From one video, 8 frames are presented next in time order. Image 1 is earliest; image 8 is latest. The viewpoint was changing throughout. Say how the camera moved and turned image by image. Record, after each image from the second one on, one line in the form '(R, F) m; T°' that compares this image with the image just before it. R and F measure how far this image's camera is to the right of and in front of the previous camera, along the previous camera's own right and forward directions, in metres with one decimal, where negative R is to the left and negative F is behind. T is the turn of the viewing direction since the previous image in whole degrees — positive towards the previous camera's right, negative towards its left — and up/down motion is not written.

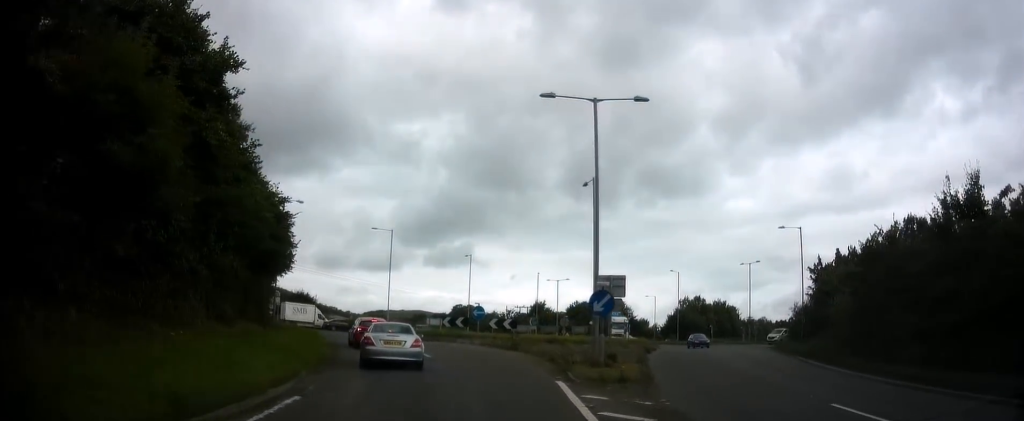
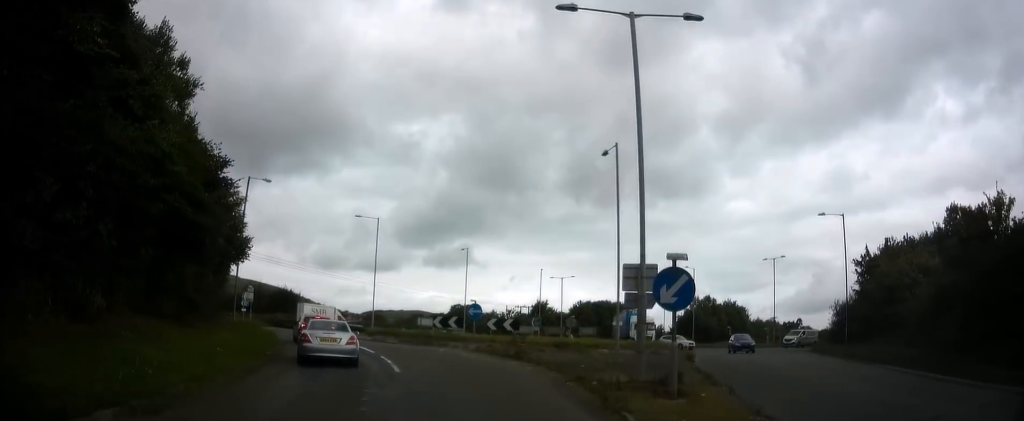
(0.0, +7.5) m; 0°
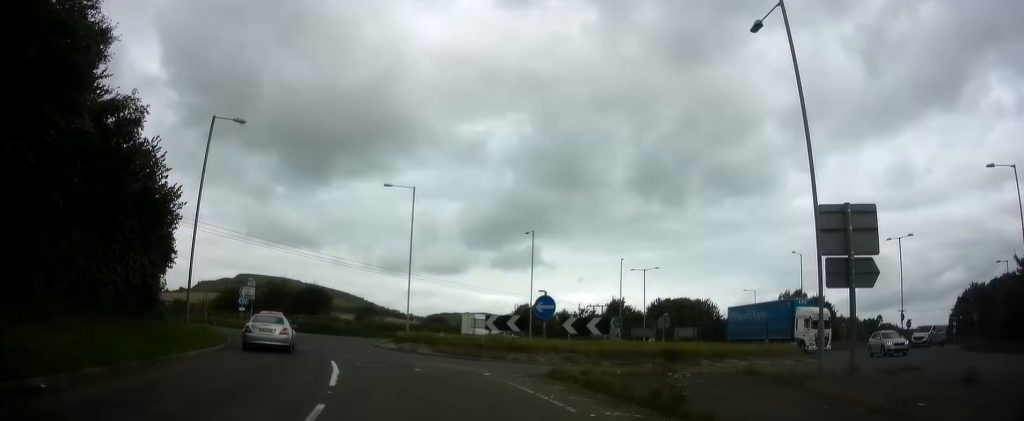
(-0.1, +14.7) m; -3°
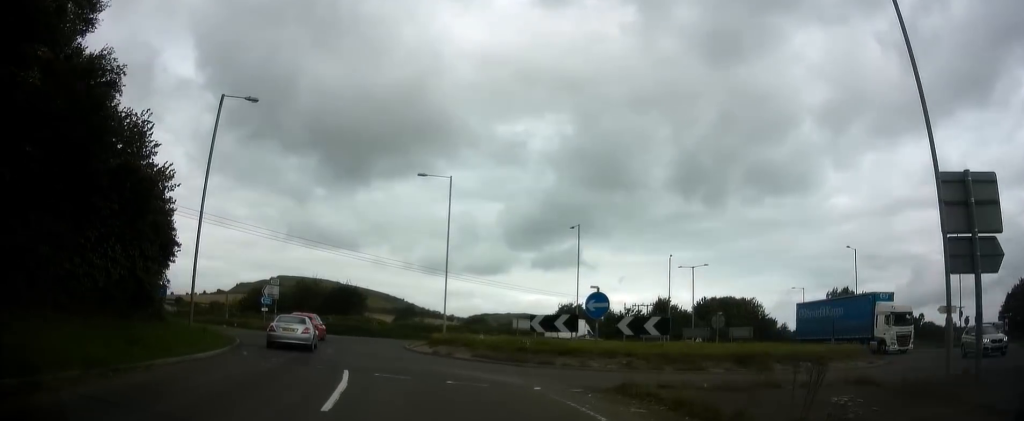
(0.0, +3.5) m; -3°
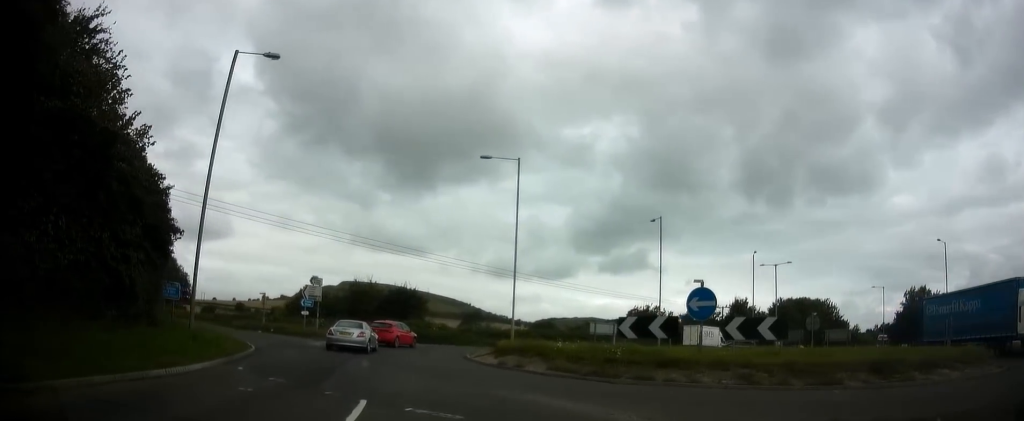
(-0.2, +5.2) m; -8°
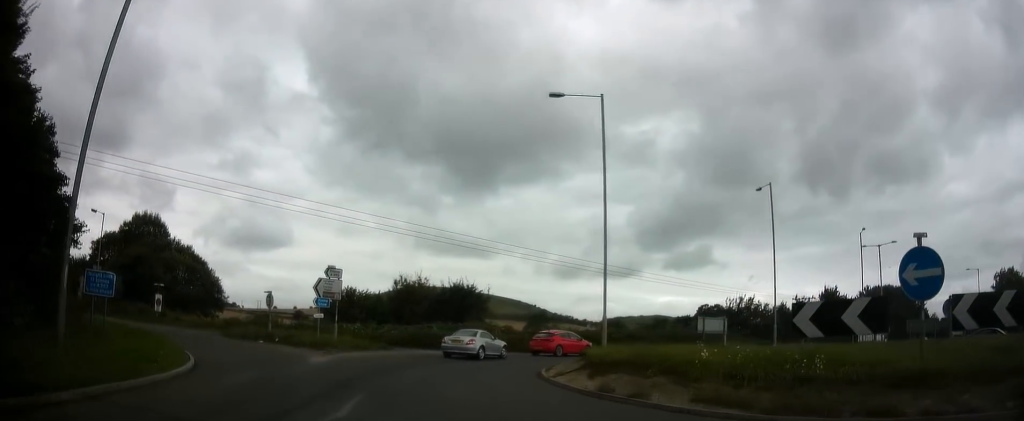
(-0.8, +7.6) m; -4°
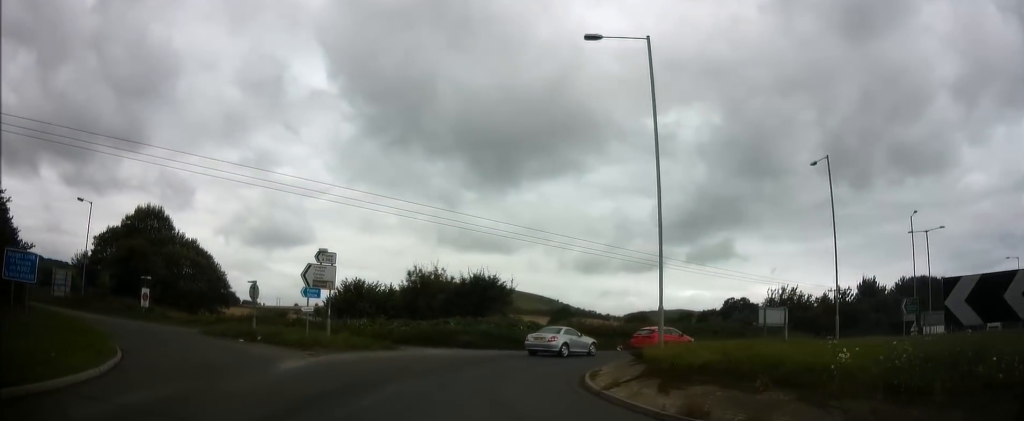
(0.0, +3.5) m; +2°
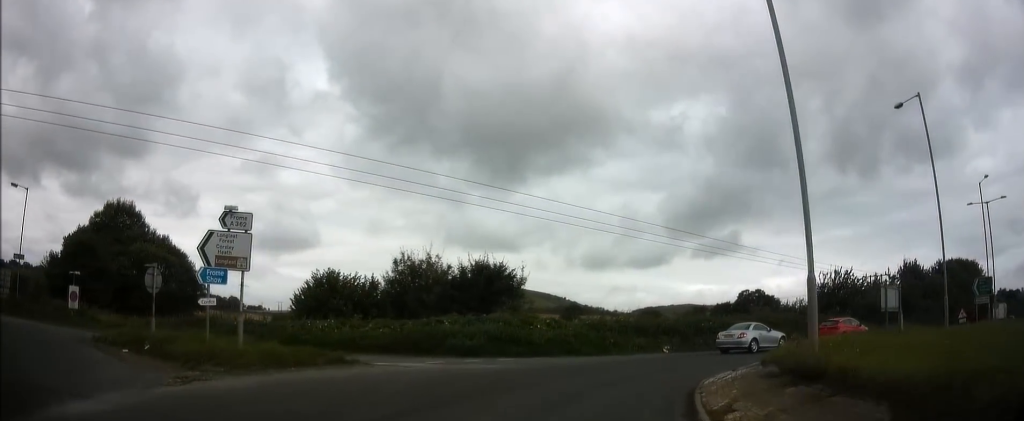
(+0.2, +7.1) m; 0°
